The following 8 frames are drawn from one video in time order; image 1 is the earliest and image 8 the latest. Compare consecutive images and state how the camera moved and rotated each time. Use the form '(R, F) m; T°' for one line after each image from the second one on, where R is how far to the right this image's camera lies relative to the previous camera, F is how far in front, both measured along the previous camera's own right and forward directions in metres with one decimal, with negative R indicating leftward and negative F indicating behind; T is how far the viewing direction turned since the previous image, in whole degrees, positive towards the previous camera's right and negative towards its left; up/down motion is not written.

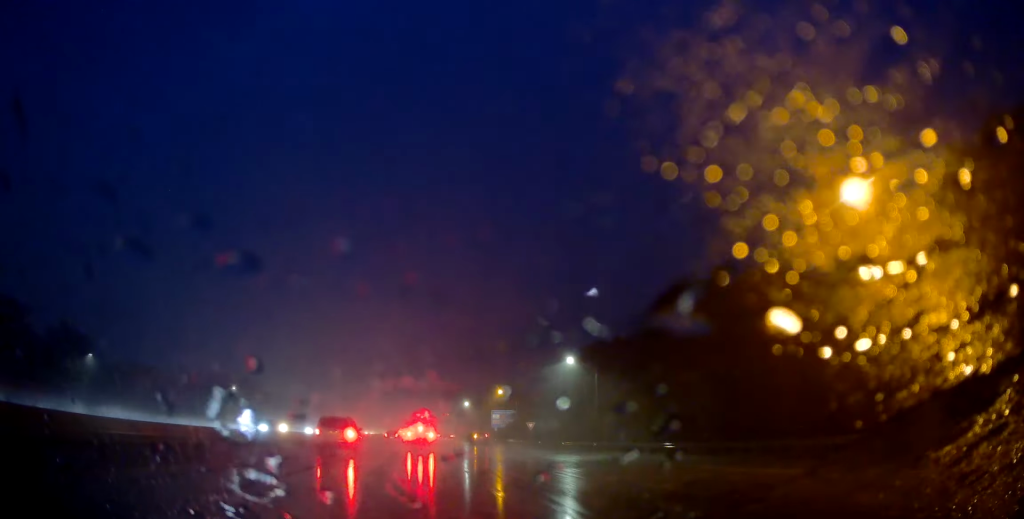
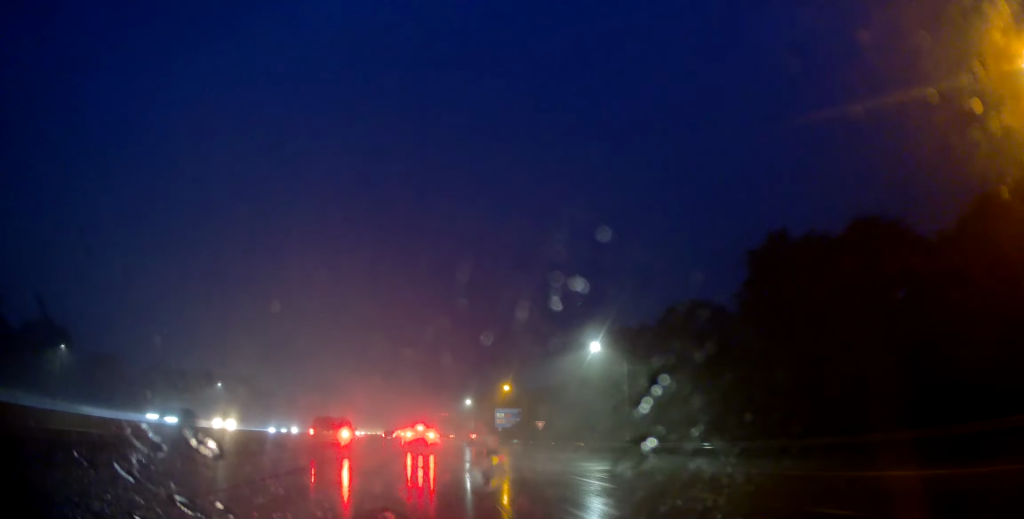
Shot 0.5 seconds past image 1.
(0.0, +10.0) m; 0°
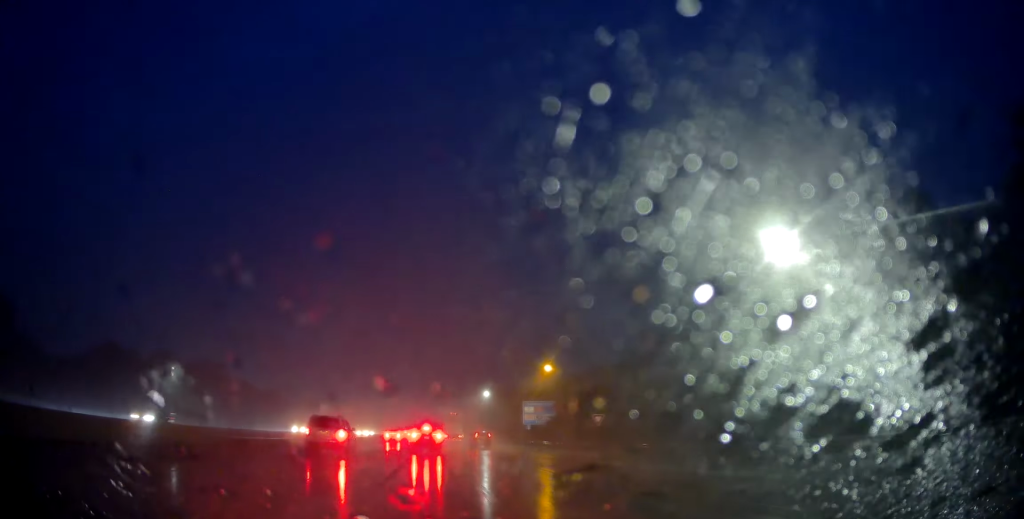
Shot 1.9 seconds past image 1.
(-0.2, +29.9) m; 0°
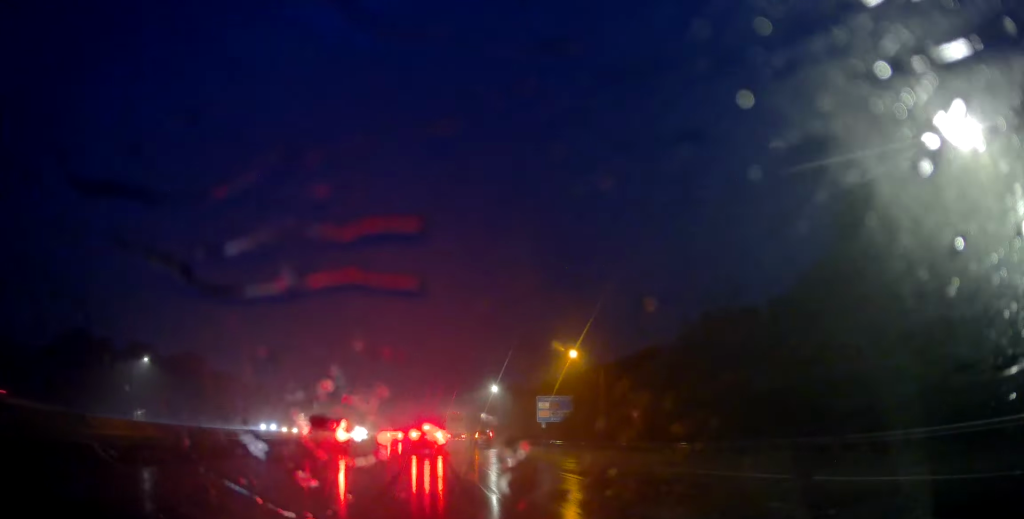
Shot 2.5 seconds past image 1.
(0.0, +11.9) m; 0°
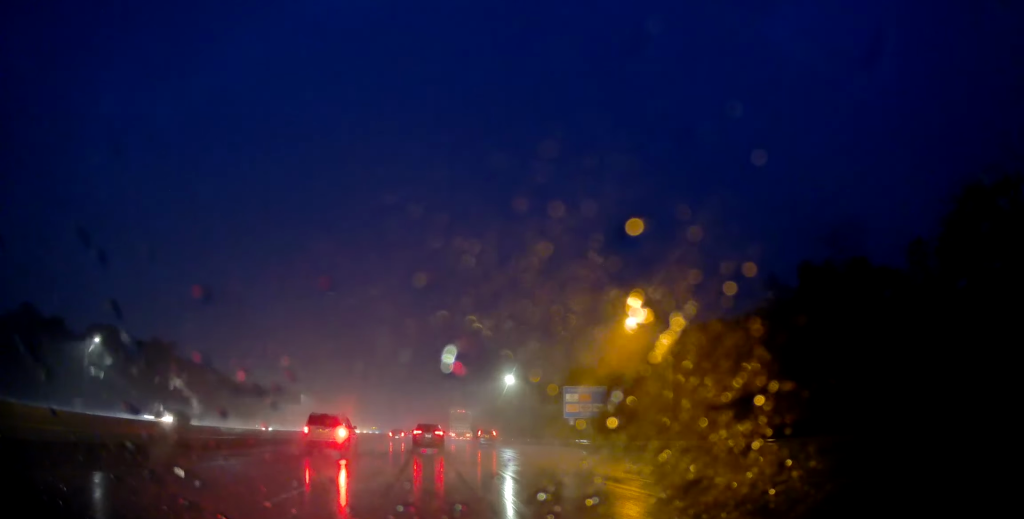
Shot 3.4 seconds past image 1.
(+0.1, +17.2) m; +1°
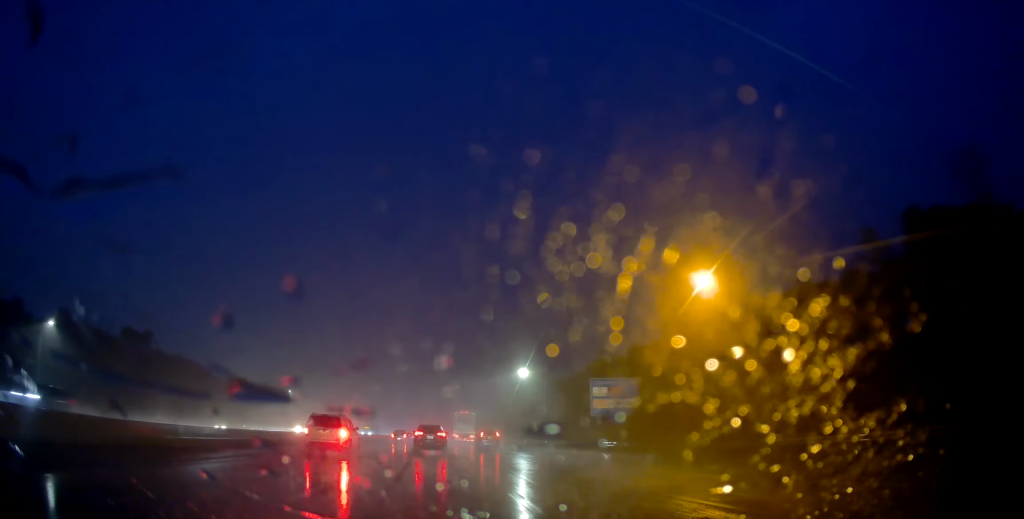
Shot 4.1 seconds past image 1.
(+0.3, +12.3) m; 0°
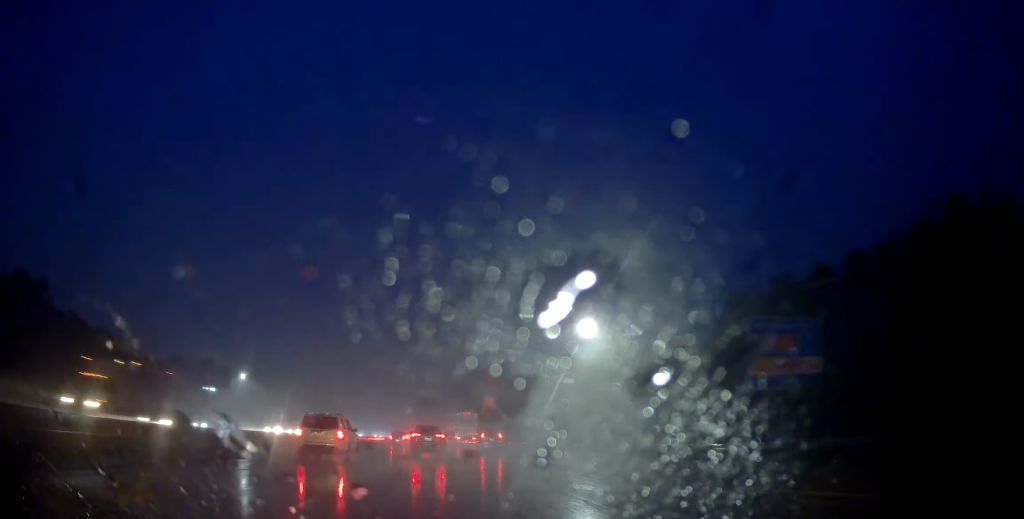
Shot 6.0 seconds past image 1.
(-0.7, +32.8) m; -3°
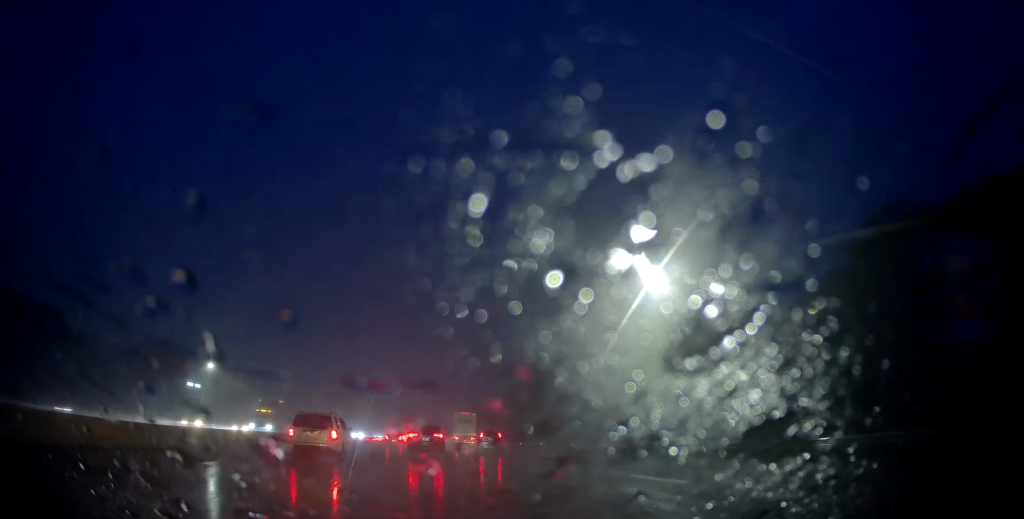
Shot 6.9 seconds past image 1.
(-0.3, +14.0) m; +1°
